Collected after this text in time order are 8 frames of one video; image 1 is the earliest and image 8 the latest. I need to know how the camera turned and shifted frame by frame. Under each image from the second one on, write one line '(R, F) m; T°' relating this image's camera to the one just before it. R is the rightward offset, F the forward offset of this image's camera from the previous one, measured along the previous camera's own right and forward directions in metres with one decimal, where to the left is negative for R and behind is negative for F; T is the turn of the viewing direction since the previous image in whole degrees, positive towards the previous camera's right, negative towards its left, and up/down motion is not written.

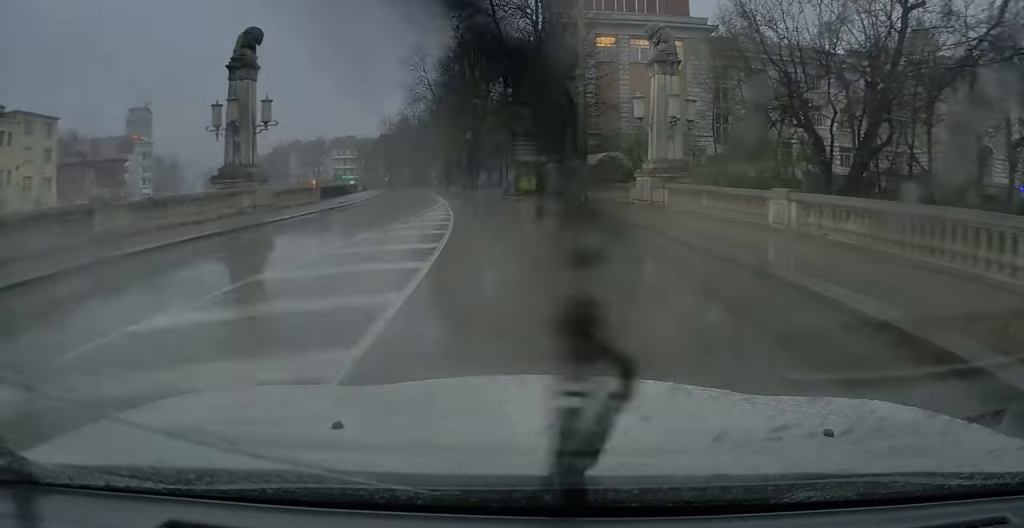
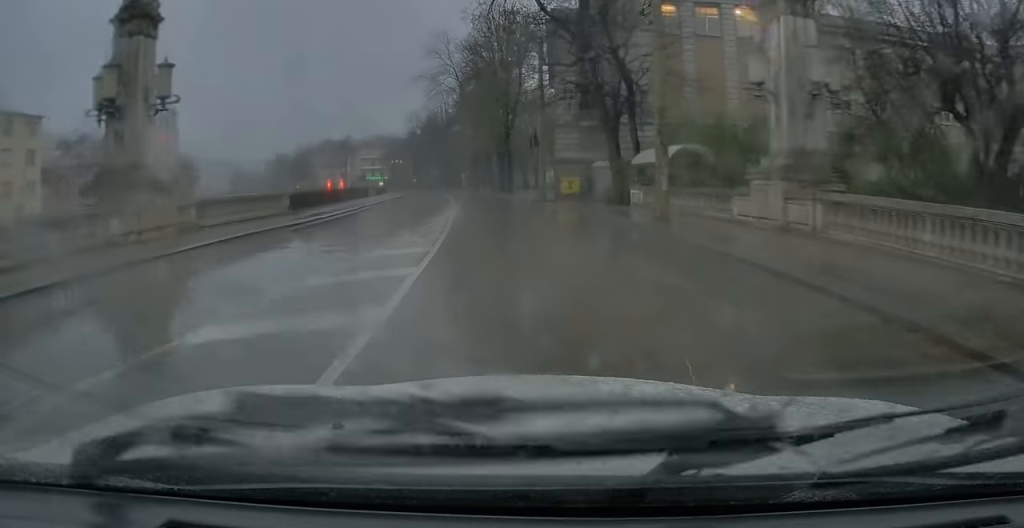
(-0.5, +10.6) m; -4°
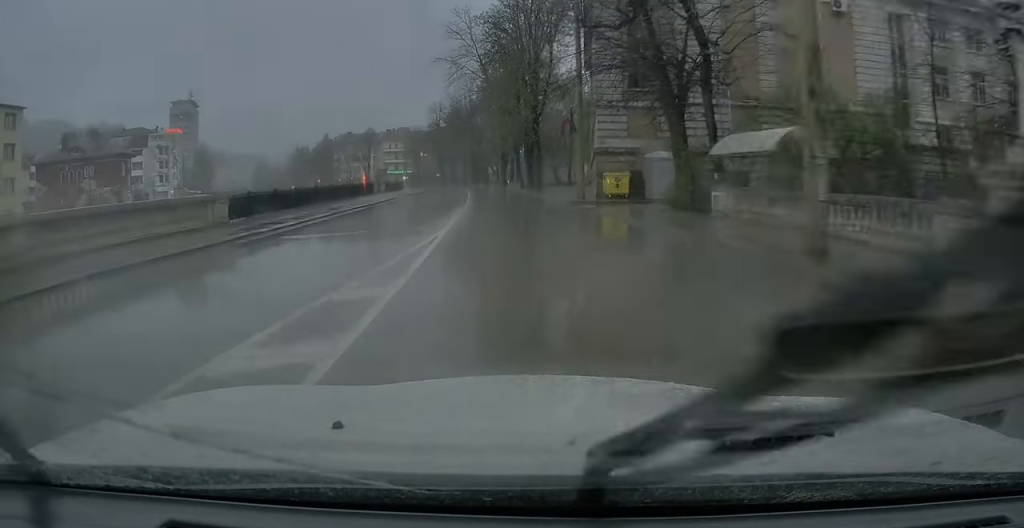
(-0.3, +8.9) m; -2°
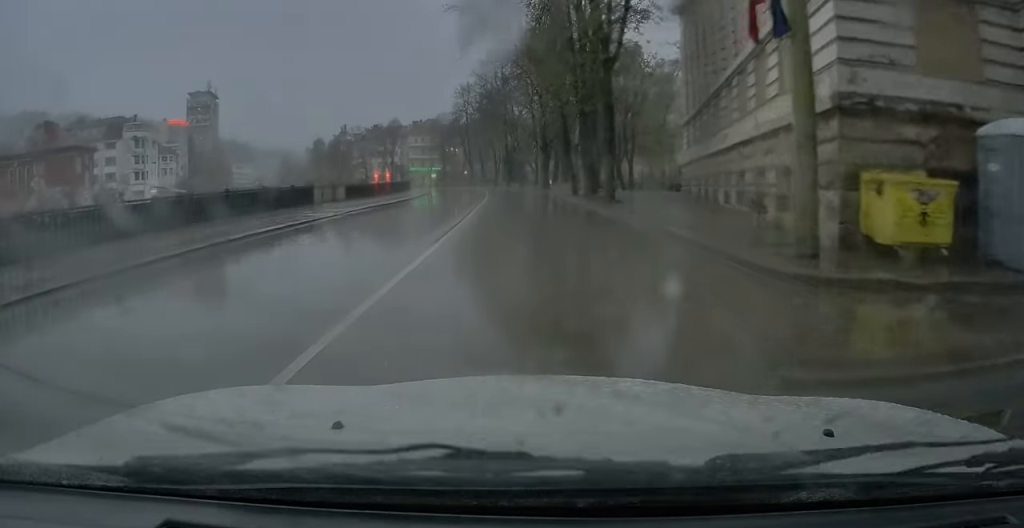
(-0.9, +23.1) m; -3°
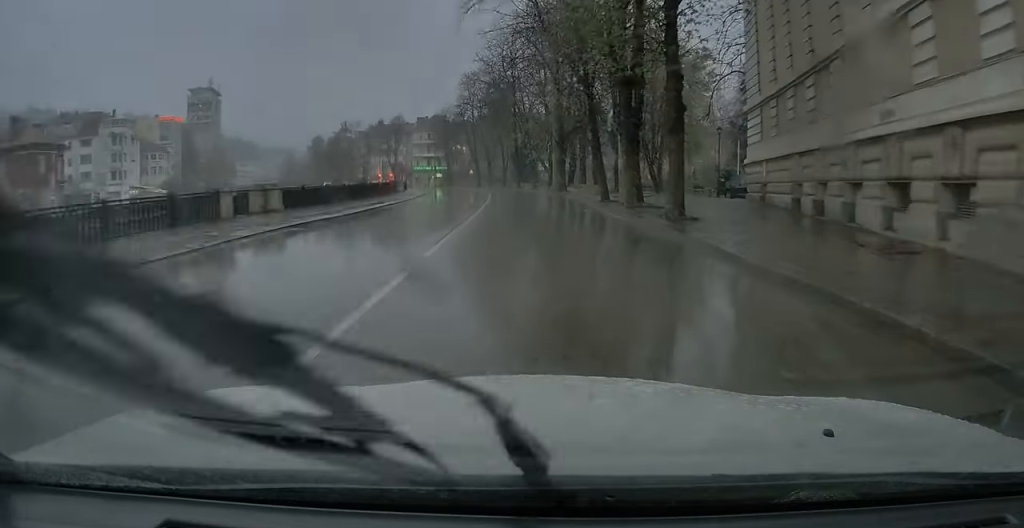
(0.0, +10.5) m; -1°
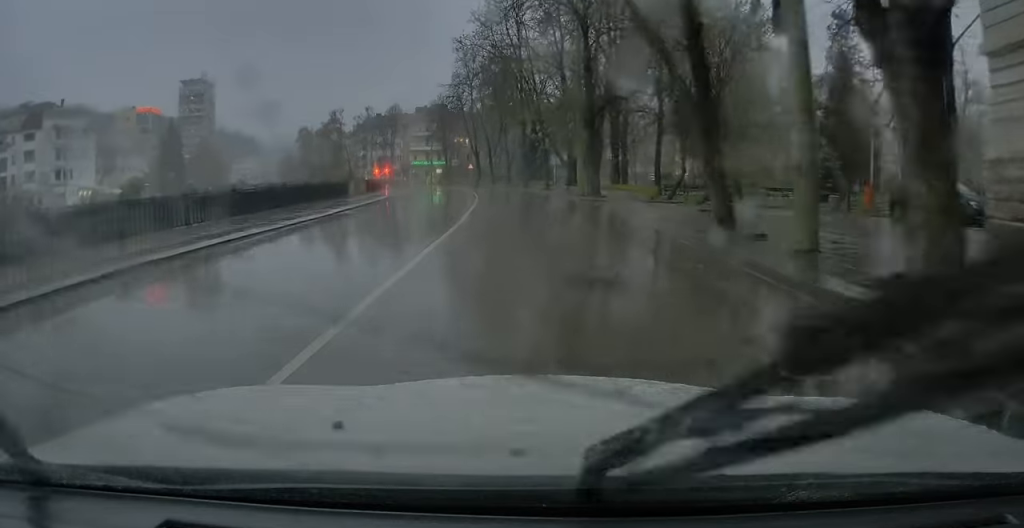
(-0.4, +16.9) m; -2°
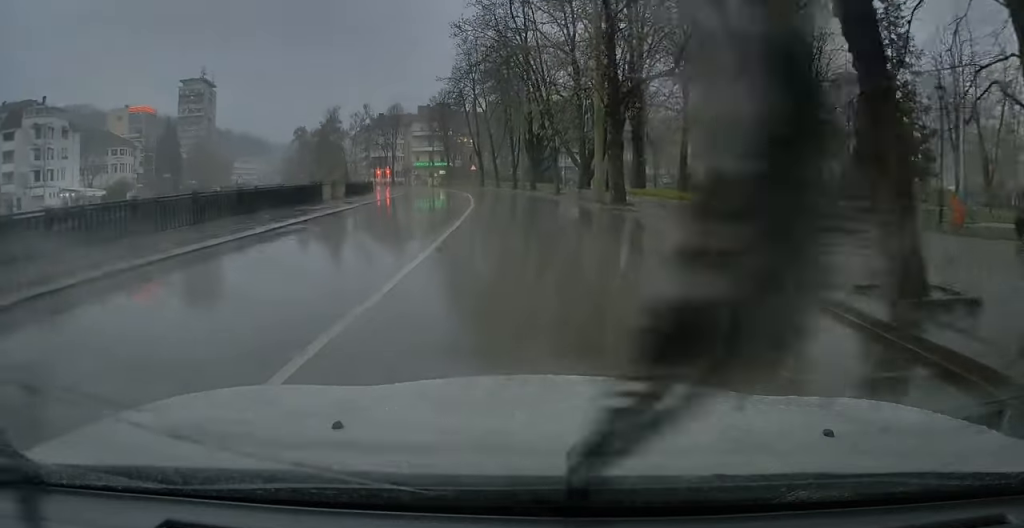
(-0.1, +6.0) m; 0°
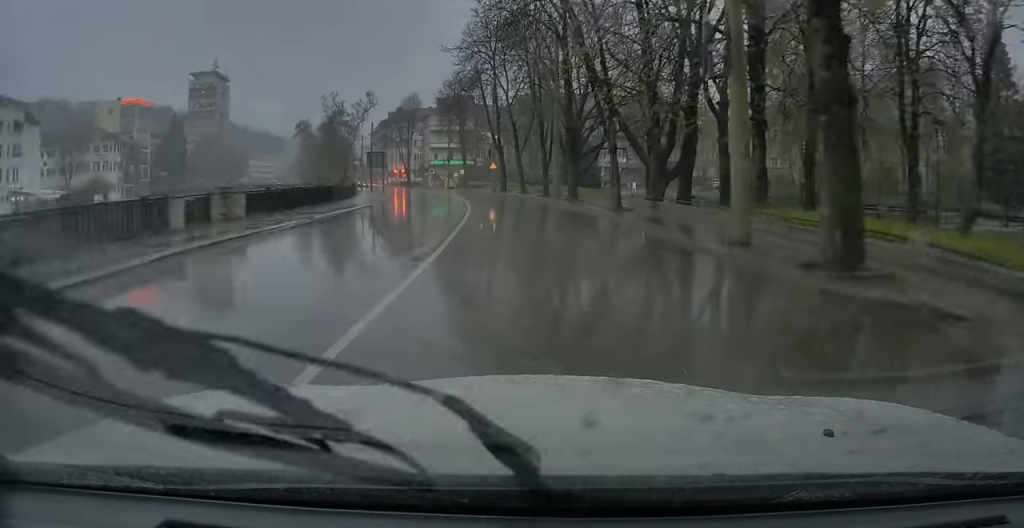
(-0.1, +16.2) m; -2°
